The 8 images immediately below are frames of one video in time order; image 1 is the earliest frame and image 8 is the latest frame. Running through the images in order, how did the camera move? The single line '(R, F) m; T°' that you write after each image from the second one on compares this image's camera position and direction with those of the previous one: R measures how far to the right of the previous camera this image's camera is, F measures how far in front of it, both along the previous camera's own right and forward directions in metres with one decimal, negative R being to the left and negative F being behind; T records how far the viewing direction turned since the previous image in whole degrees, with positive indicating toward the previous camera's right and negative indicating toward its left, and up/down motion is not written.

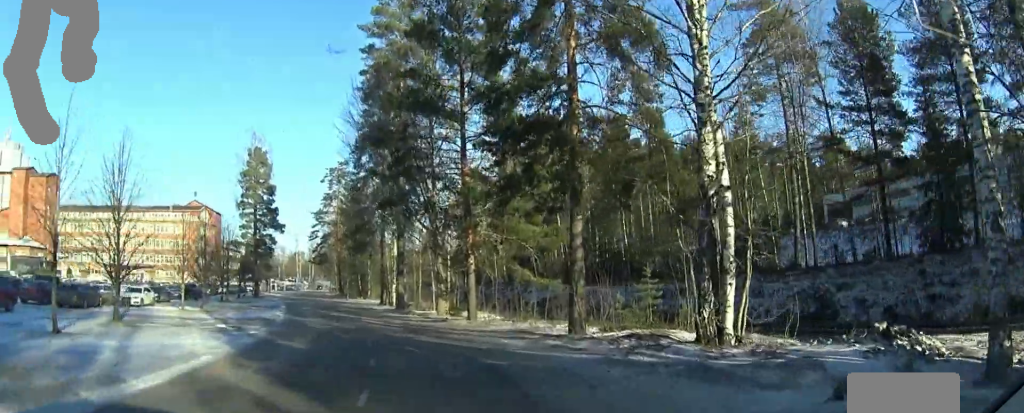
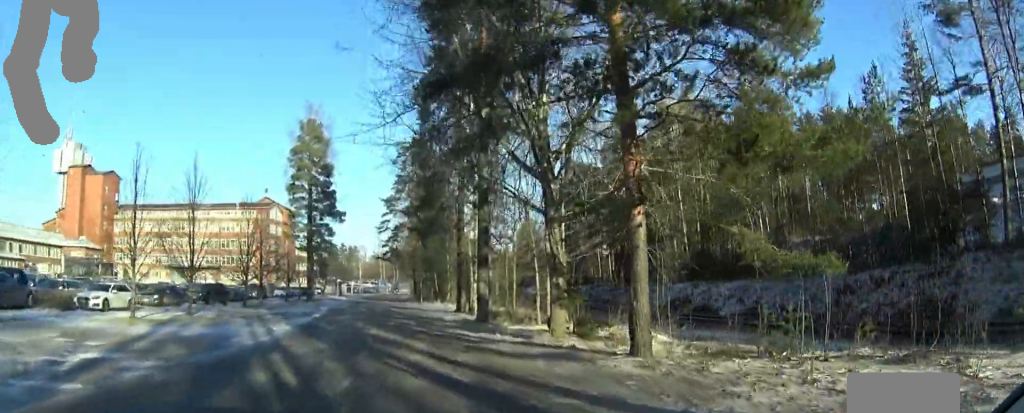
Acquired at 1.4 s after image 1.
(-0.8, +14.8) m; -3°
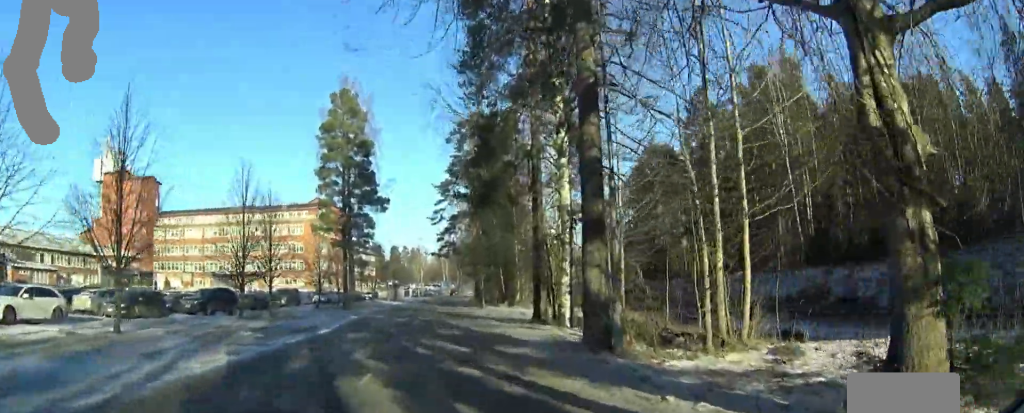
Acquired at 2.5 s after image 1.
(0.0, +11.6) m; -5°
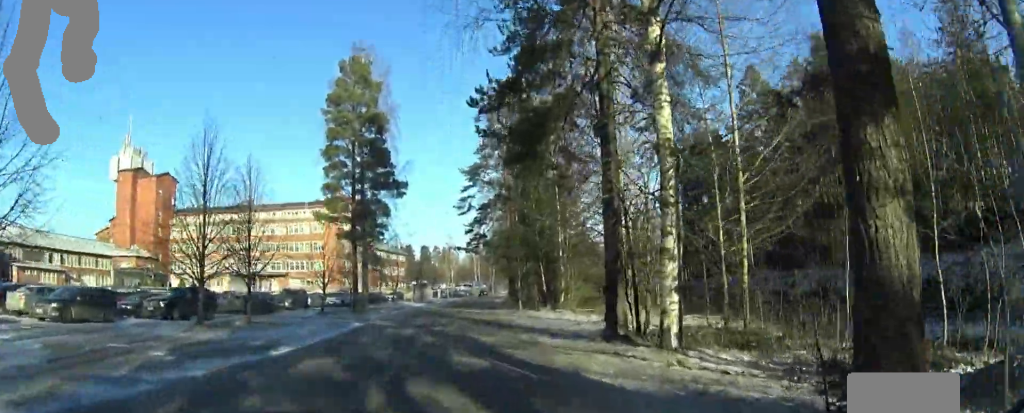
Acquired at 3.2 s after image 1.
(-0.6, +8.2) m; -4°
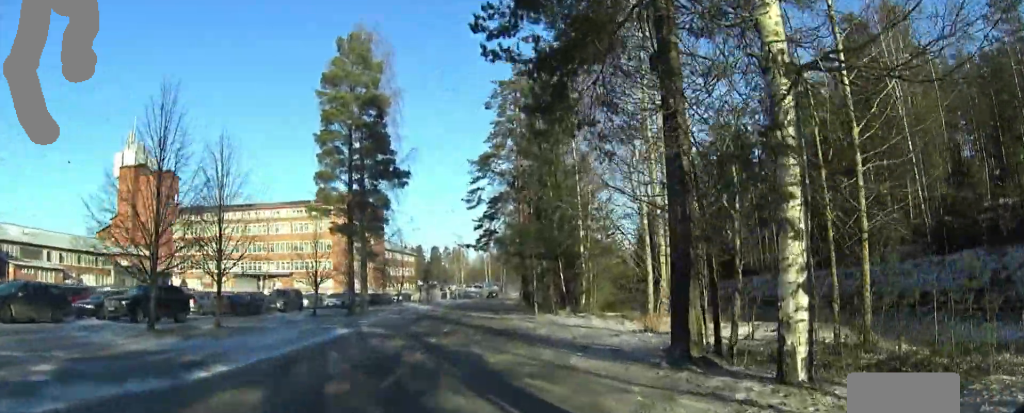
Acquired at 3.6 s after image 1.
(-0.2, +4.5) m; -2°
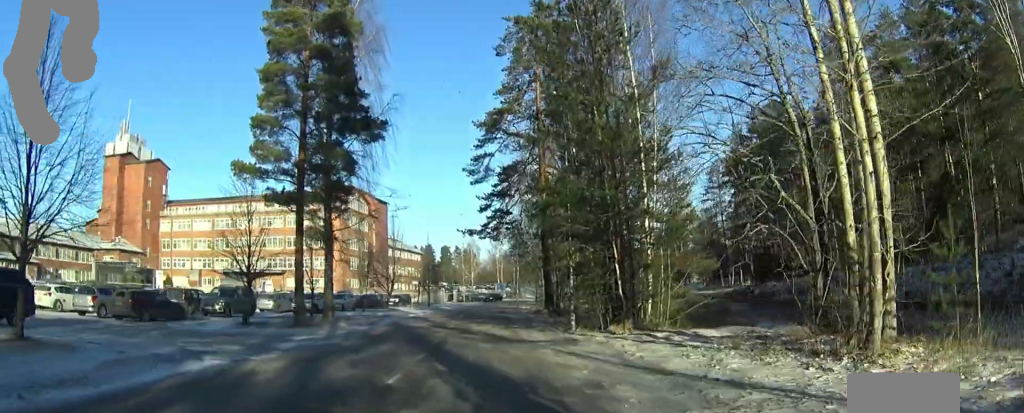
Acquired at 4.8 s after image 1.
(0.0, +12.7) m; 0°
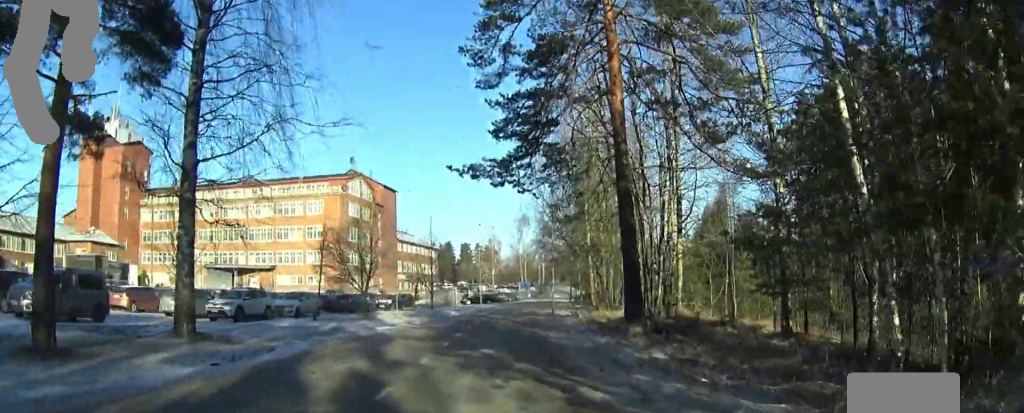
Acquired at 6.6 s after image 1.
(0.0, +18.6) m; +2°
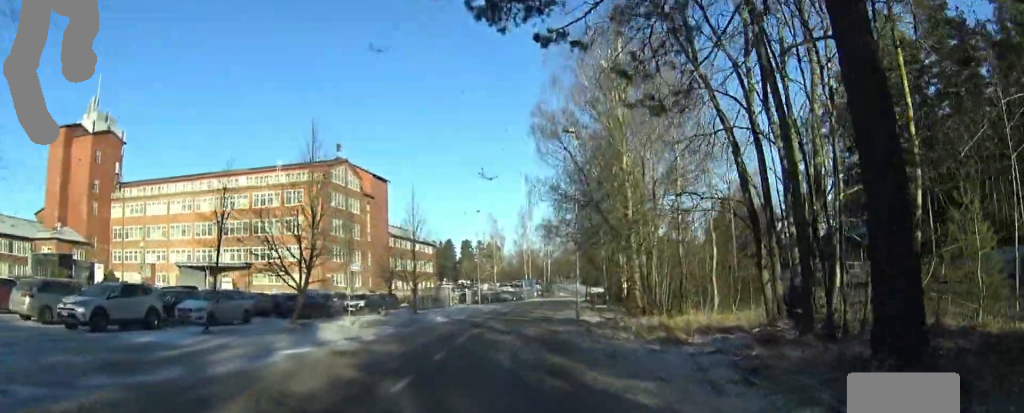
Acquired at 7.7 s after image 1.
(+0.2, +12.4) m; -2°
